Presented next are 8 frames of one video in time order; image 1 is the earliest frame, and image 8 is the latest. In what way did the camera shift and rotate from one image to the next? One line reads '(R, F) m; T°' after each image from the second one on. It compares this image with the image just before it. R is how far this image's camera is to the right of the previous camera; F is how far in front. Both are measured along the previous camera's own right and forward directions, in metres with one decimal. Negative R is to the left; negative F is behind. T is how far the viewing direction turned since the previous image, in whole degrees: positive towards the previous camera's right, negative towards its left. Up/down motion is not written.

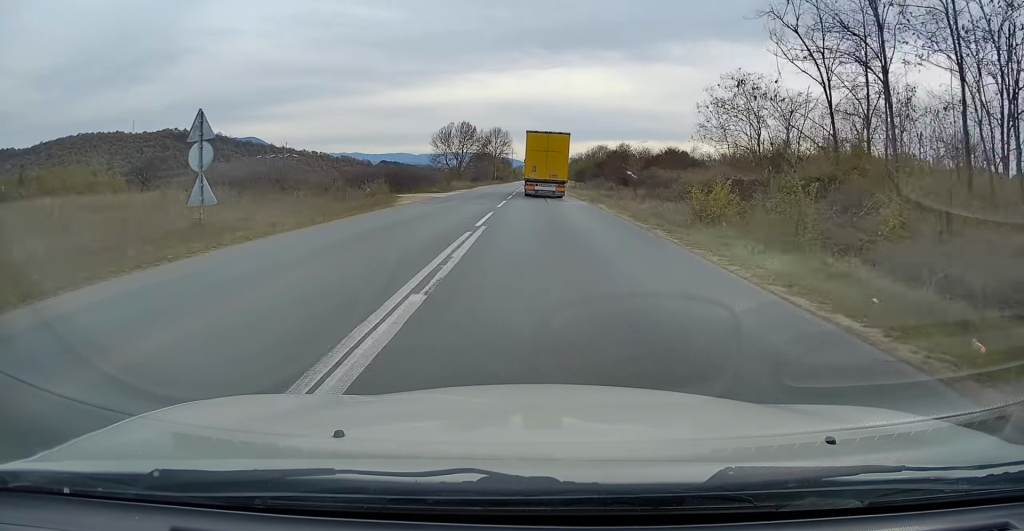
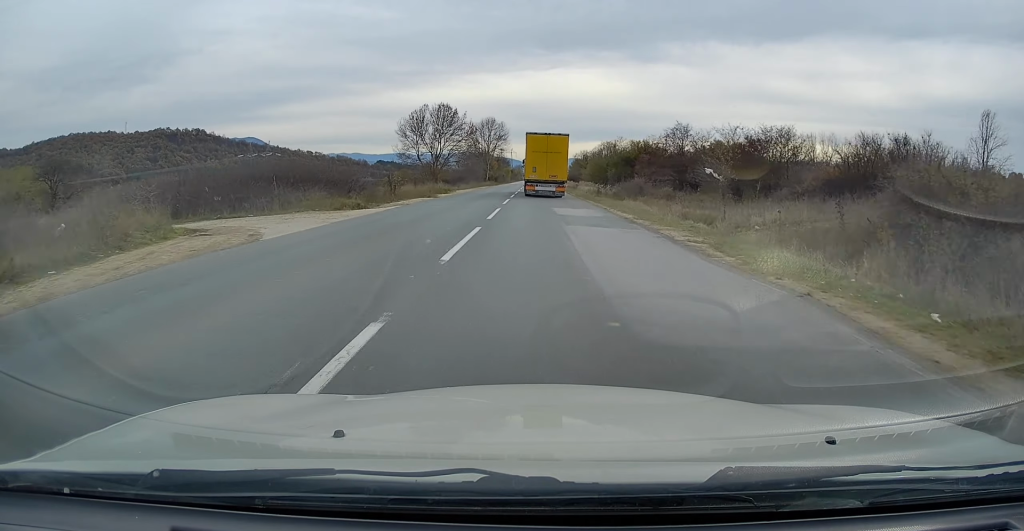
(+0.2, +26.7) m; 0°
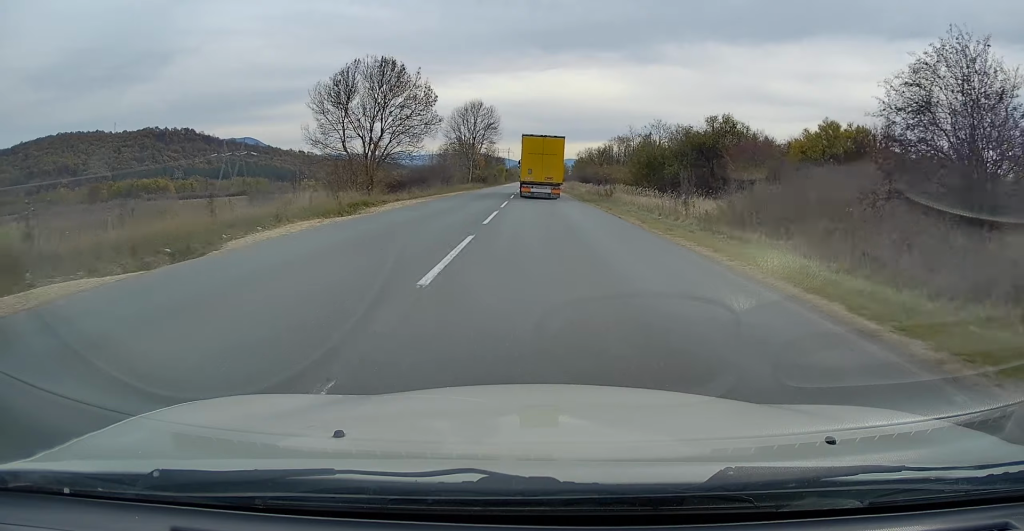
(-0.2, +31.5) m; -1°
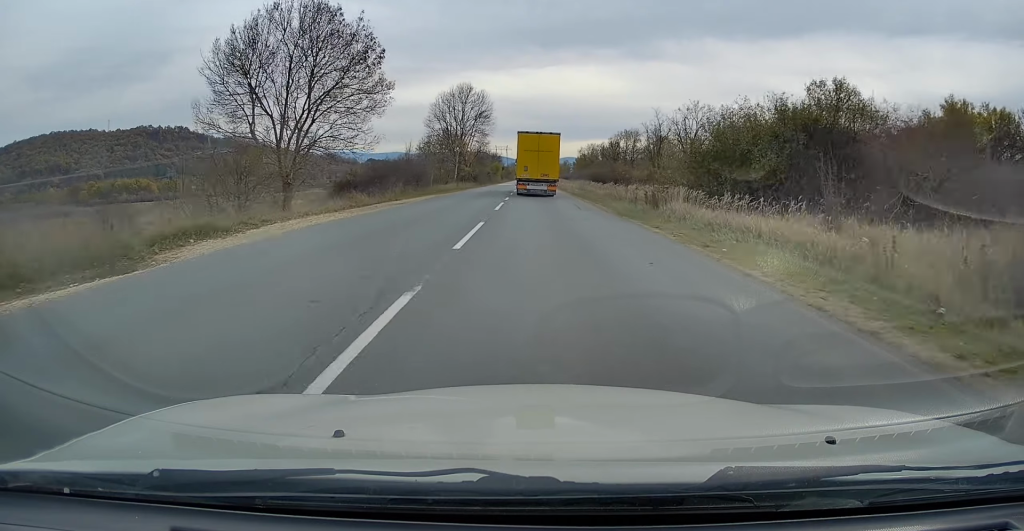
(+0.1, +16.5) m; 0°
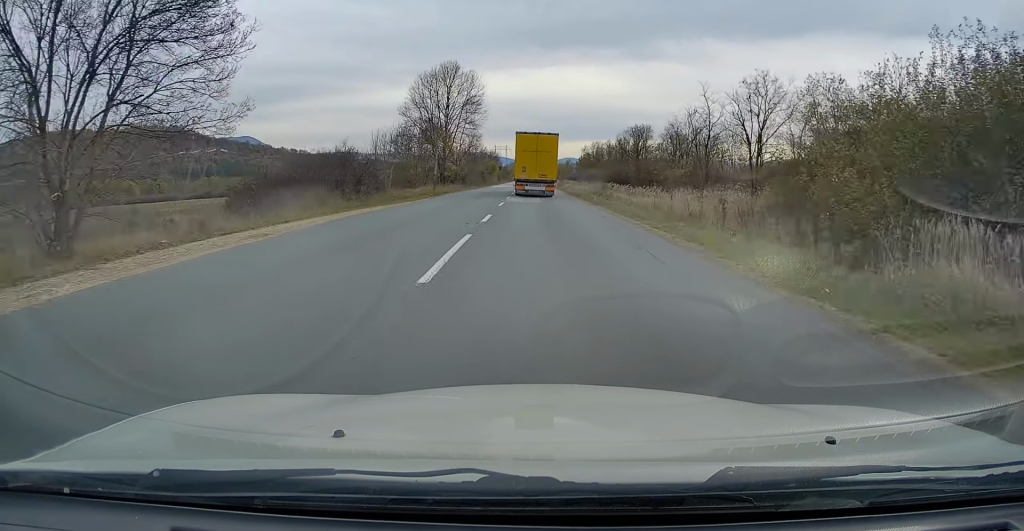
(0.0, +16.4) m; 0°
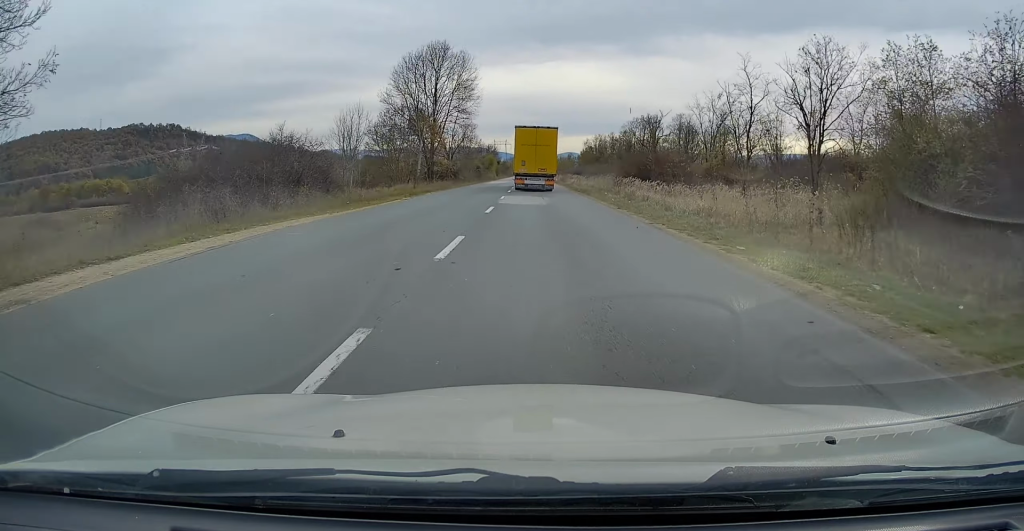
(0.0, +8.5) m; 0°
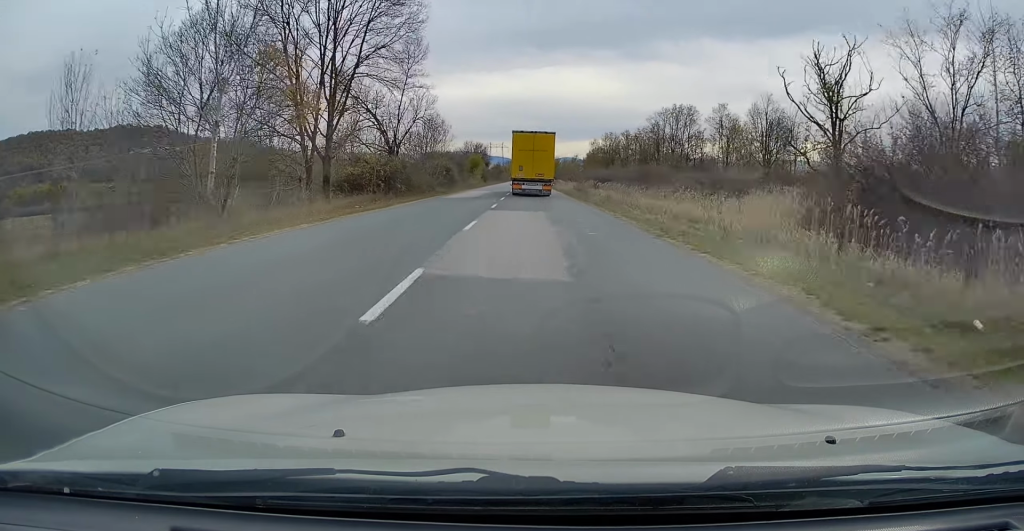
(+0.1, +33.2) m; 0°
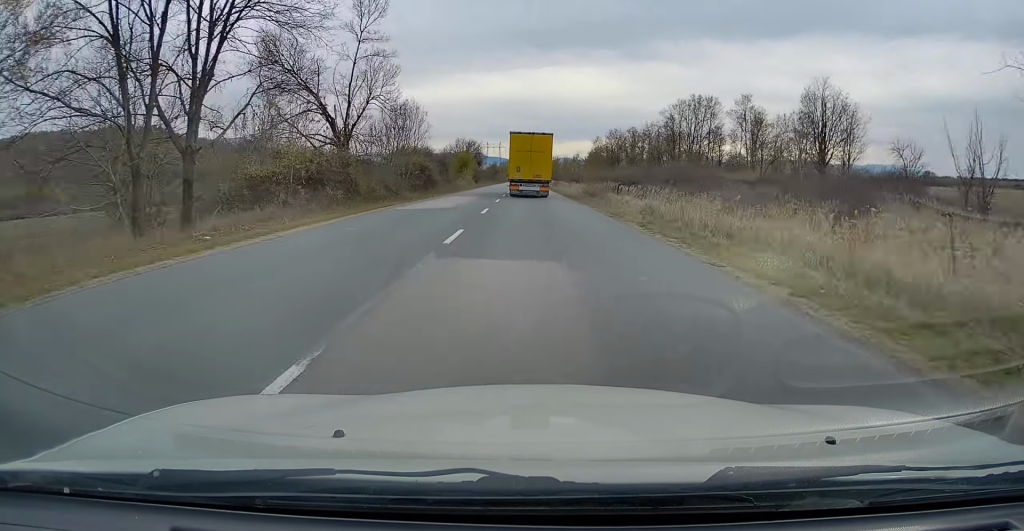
(0.0, +13.3) m; 0°
